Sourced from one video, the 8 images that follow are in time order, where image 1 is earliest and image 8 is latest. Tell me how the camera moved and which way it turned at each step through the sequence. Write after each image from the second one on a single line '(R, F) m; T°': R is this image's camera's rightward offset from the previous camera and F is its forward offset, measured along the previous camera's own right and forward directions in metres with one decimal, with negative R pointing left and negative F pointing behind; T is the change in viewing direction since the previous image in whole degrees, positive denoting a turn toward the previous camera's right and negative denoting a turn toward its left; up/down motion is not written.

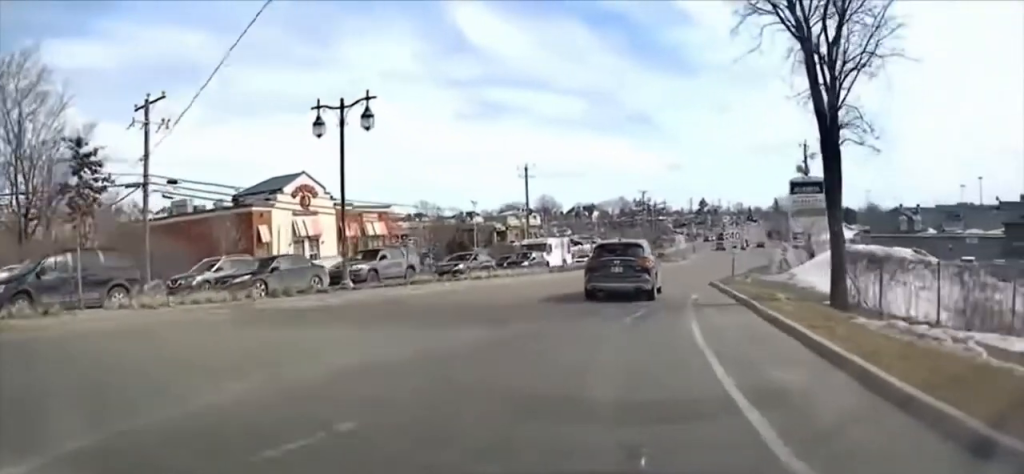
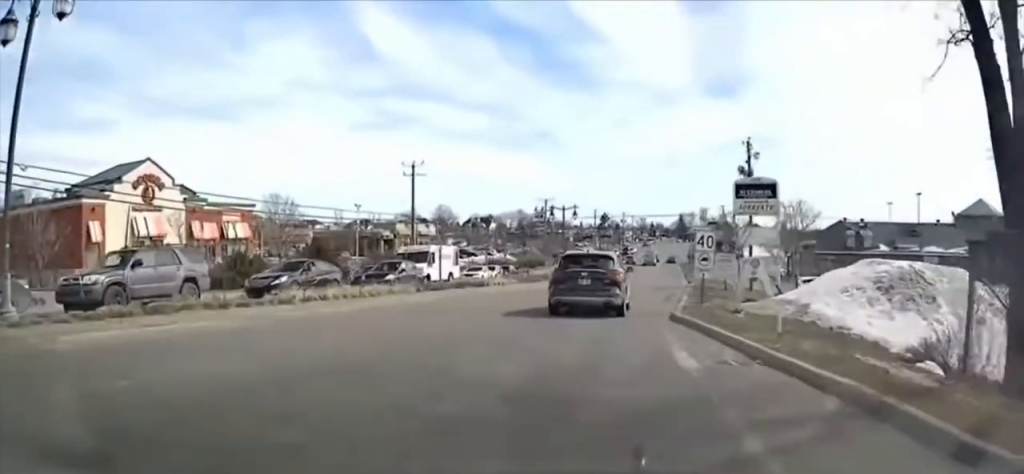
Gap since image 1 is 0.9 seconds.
(-0.2, +11.9) m; +6°
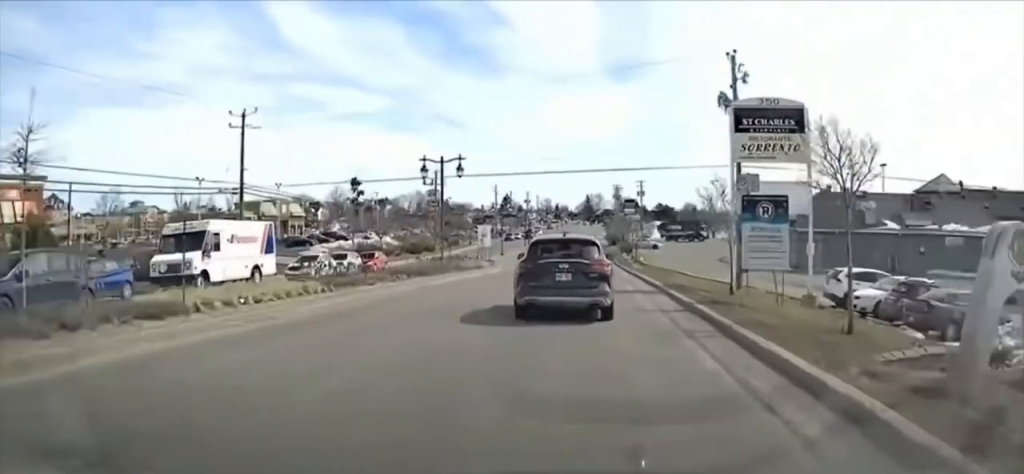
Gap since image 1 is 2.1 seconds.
(+3.2, +18.5) m; +21°
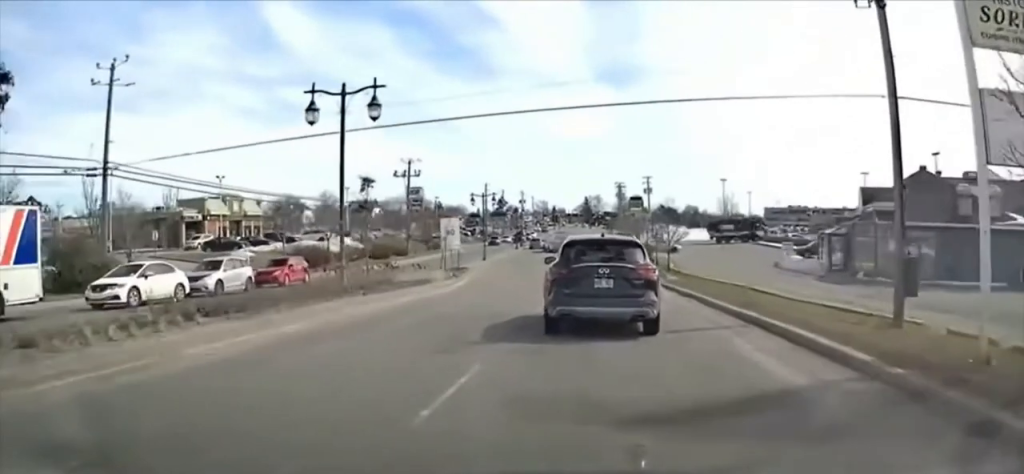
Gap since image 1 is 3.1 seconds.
(+2.2, +14.6) m; -2°
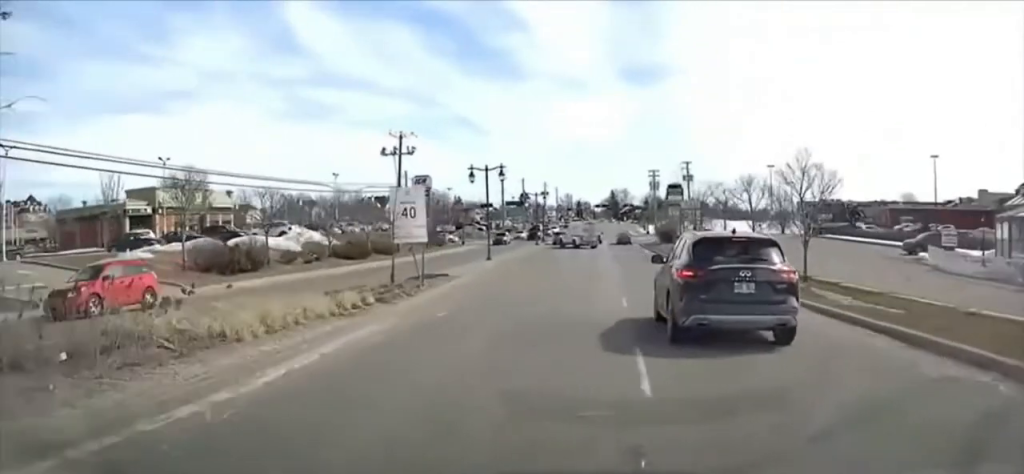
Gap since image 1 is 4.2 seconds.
(-2.8, +16.5) m; -10°
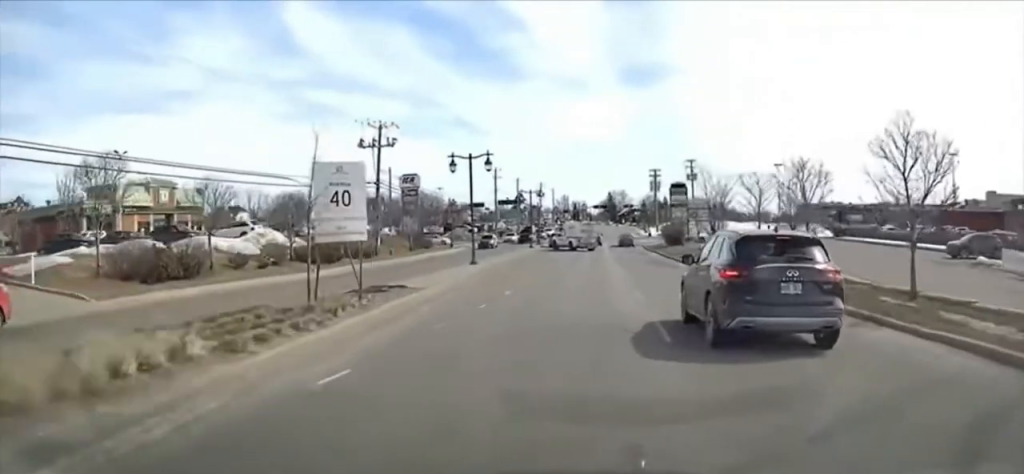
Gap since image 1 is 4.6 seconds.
(-0.4, +8.3) m; -1°
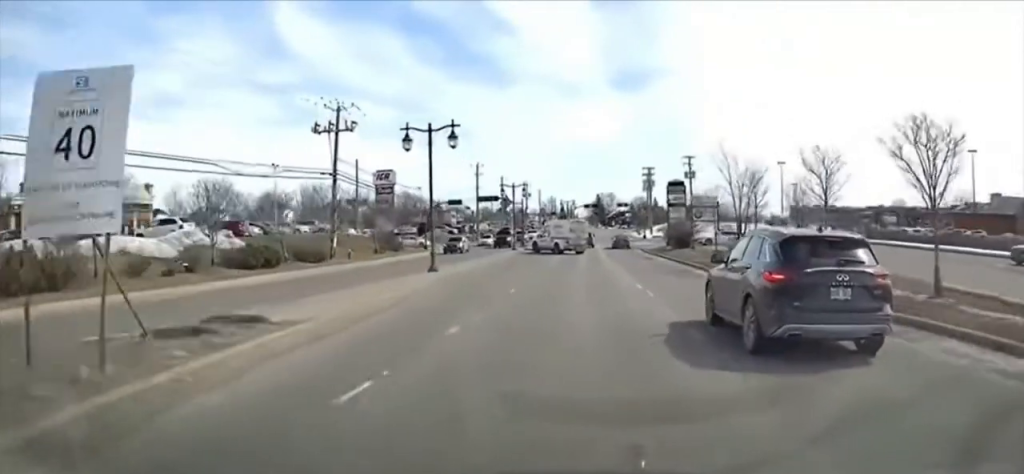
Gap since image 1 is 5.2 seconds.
(+0.5, +9.8) m; +4°
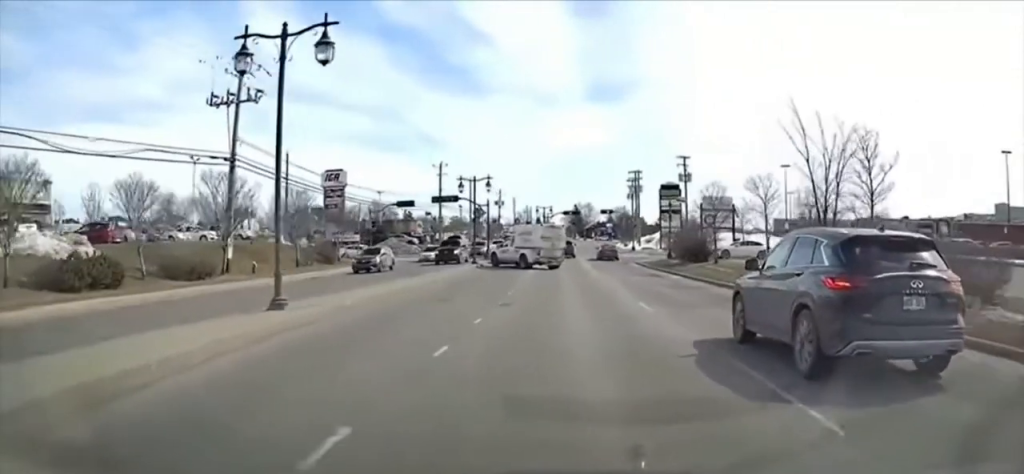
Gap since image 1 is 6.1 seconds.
(+0.8, +15.0) m; +4°
